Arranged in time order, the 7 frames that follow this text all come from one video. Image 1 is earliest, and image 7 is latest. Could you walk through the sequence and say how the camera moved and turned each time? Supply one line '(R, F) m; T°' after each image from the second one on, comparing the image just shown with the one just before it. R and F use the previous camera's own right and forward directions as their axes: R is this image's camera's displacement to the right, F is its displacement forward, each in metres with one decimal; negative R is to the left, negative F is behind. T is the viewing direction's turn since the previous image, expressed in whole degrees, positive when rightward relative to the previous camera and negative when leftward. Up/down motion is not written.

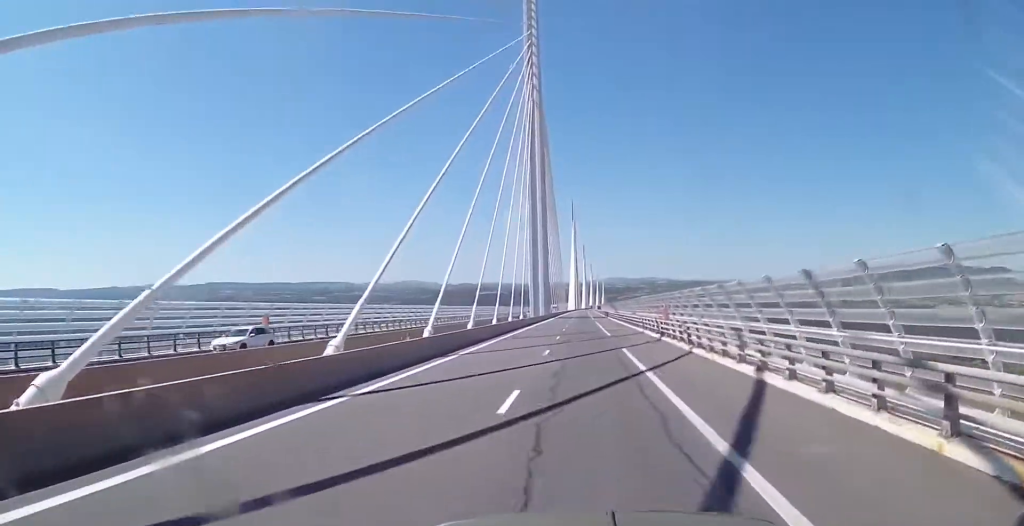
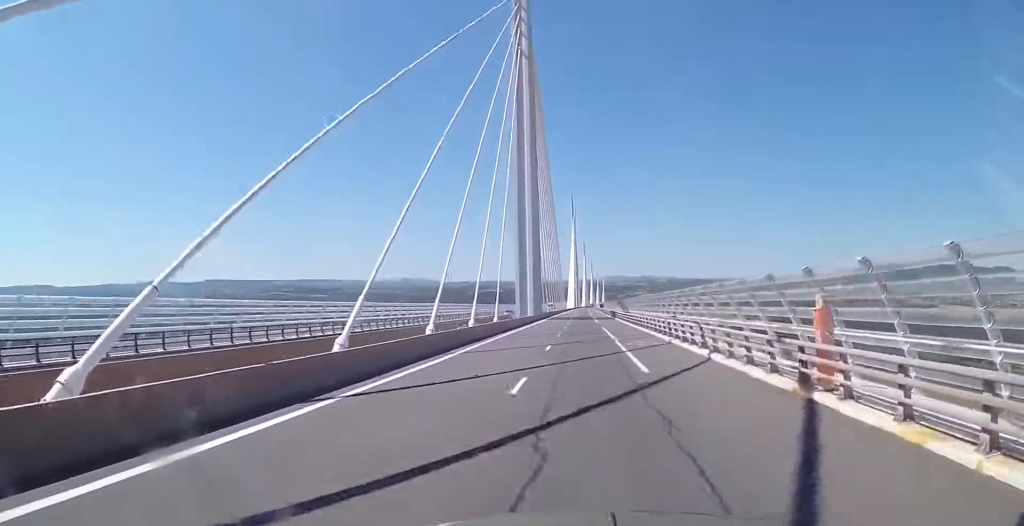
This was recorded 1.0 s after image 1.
(-0.1, +24.2) m; 0°
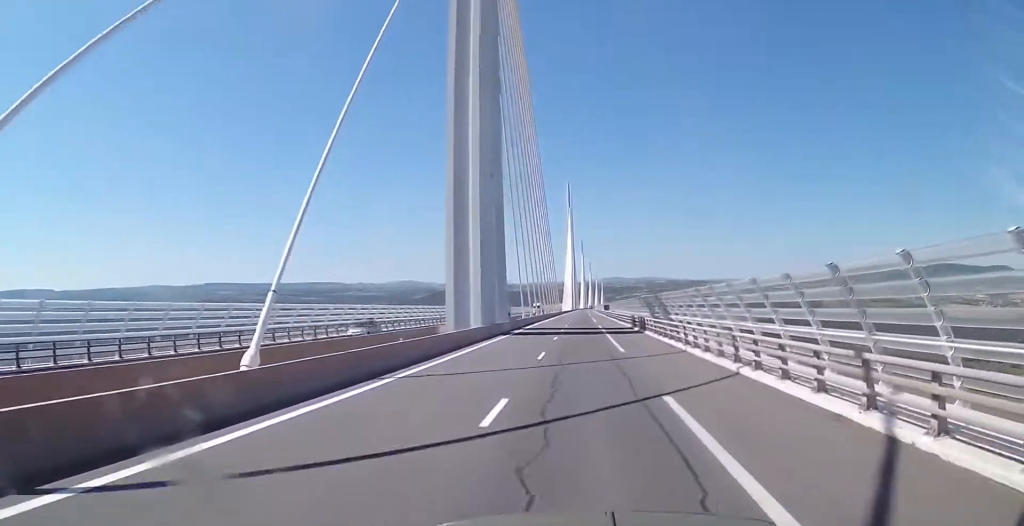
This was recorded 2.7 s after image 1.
(0.0, +43.3) m; 0°
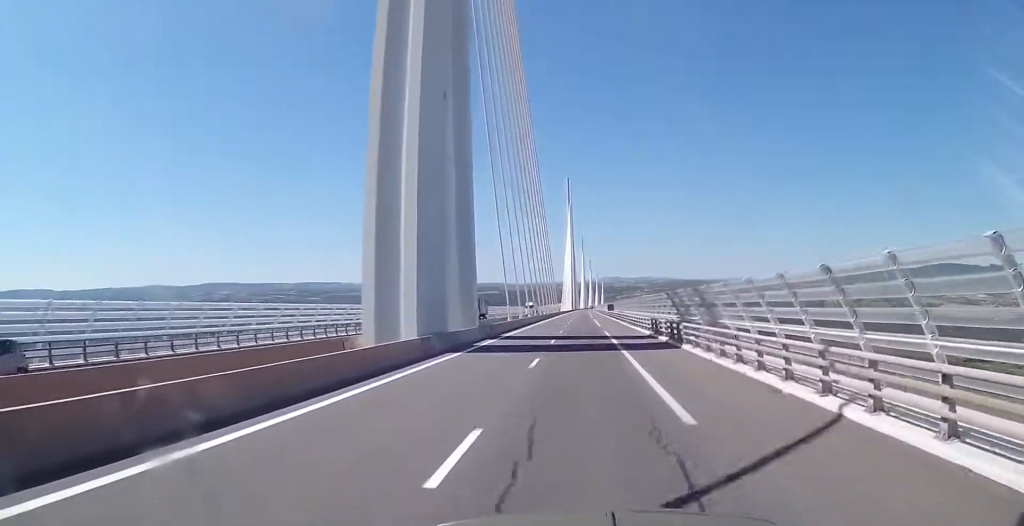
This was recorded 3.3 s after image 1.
(+0.2, +16.5) m; +1°
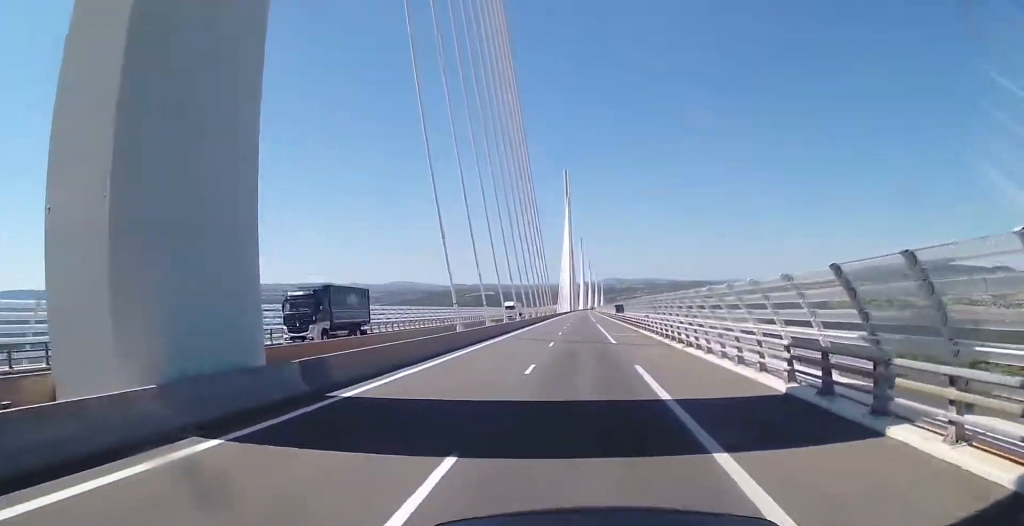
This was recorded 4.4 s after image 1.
(+0.2, +28.1) m; 0°
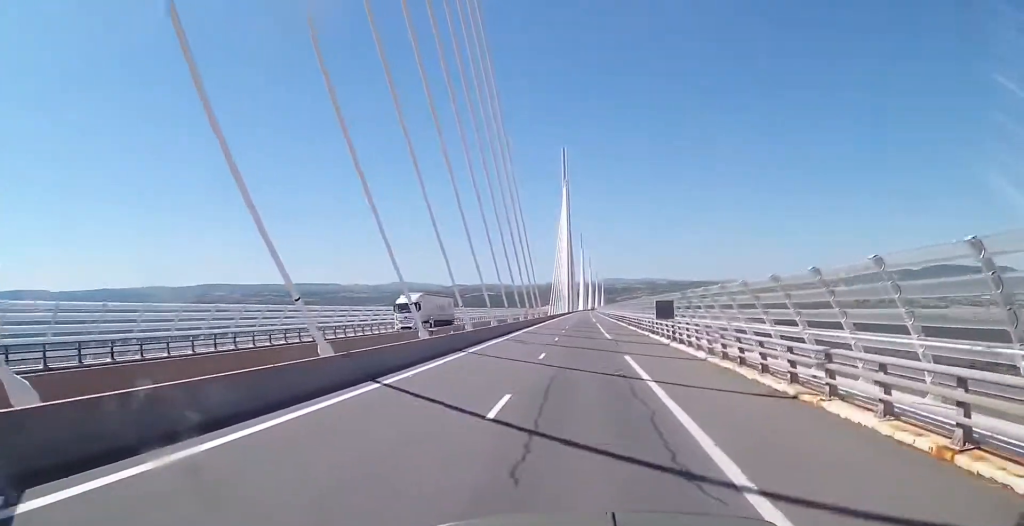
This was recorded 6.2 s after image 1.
(-0.7, +46.3) m; -1°
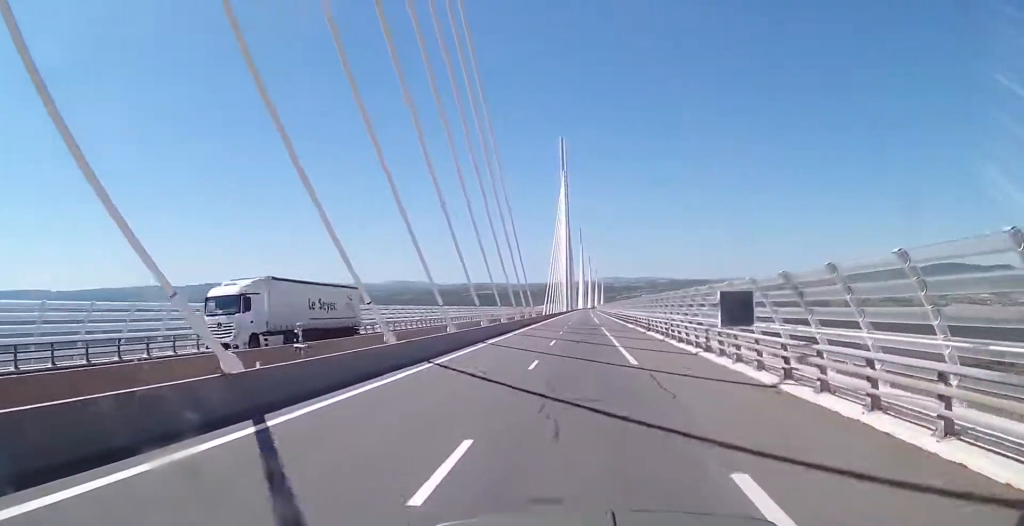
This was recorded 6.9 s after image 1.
(0.0, +18.1) m; 0°
